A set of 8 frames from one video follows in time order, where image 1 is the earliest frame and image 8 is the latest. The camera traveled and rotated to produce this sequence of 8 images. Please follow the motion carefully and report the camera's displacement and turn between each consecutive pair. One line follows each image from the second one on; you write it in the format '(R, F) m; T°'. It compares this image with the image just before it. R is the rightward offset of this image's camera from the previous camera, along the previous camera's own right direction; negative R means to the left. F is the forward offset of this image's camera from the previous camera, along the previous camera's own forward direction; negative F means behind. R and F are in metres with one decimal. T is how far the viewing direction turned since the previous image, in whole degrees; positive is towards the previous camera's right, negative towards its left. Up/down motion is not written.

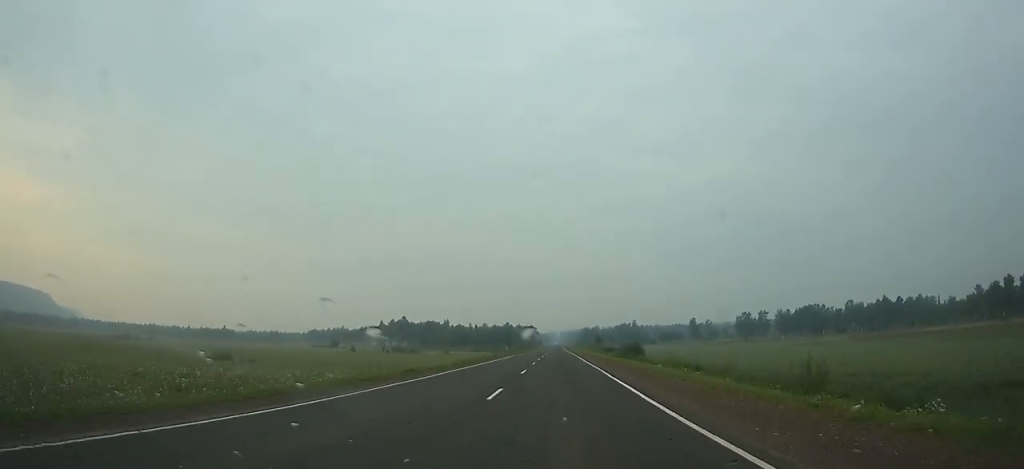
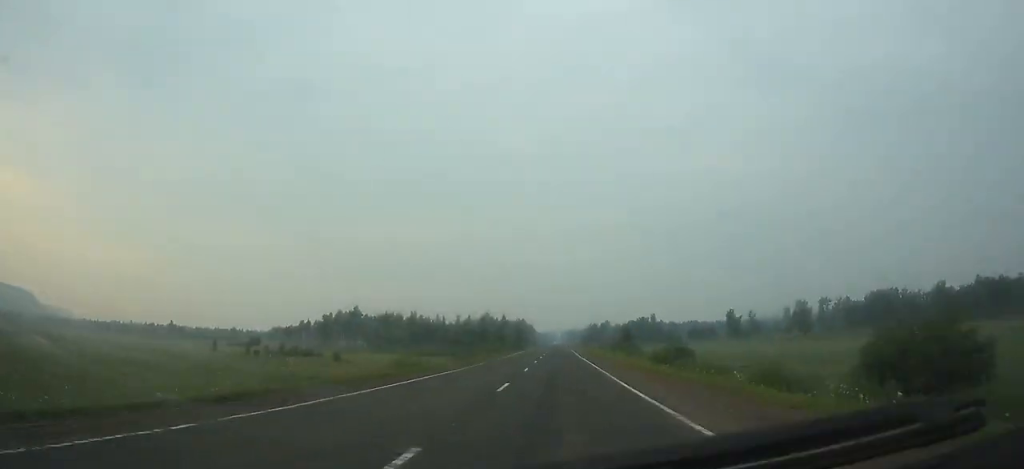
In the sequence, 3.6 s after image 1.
(-0.3, +105.8) m; 0°
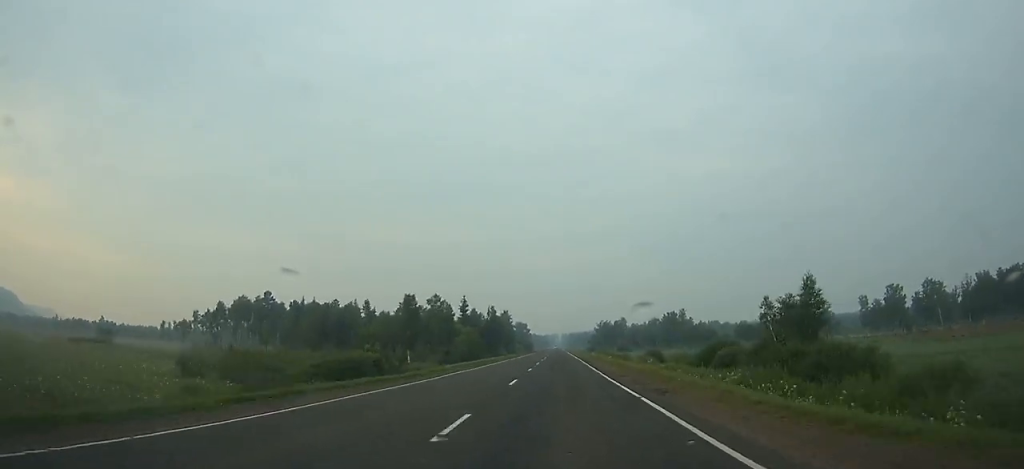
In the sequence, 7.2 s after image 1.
(+0.2, +101.7) m; 0°
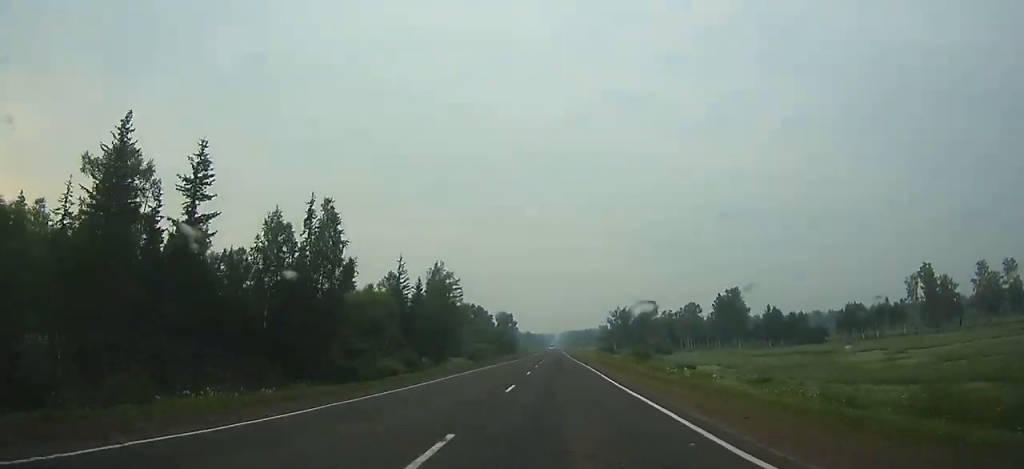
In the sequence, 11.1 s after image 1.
(+0.1, +108.1) m; 0°
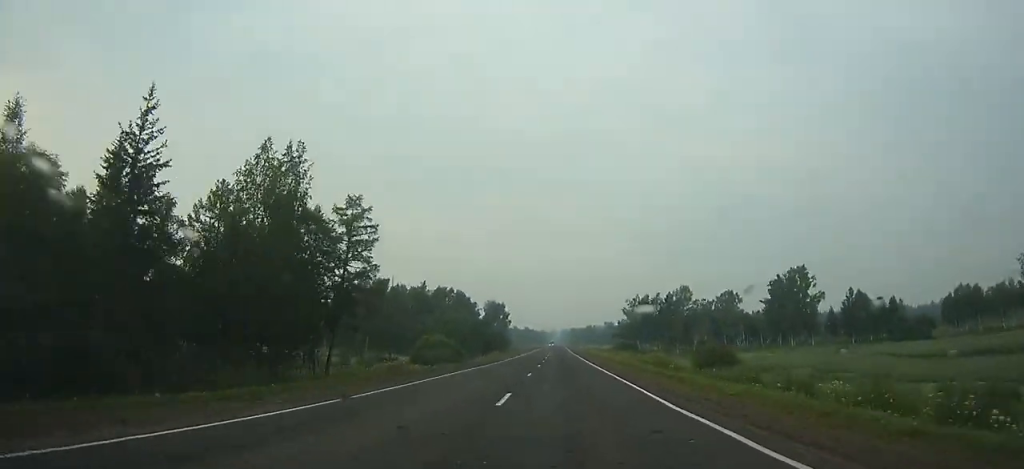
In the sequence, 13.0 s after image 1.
(-0.1, +54.8) m; 0°
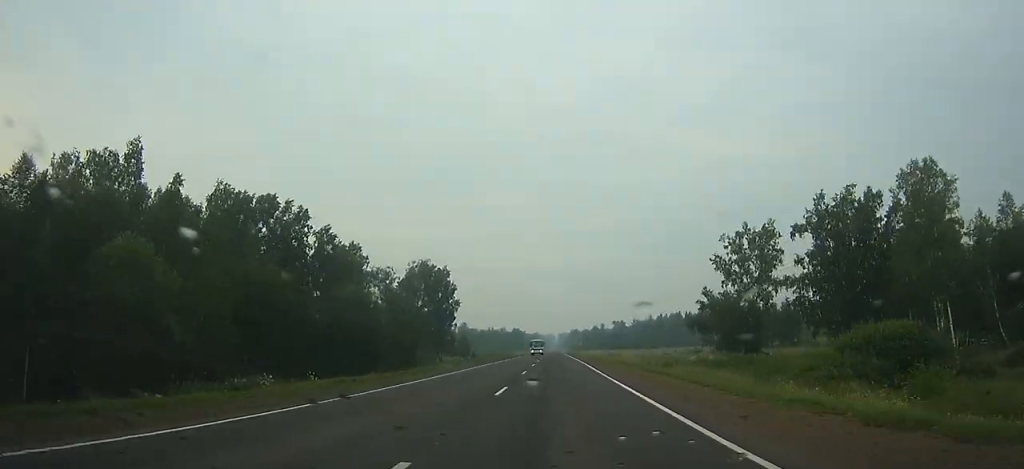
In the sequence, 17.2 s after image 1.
(+0.2, +120.1) m; 0°
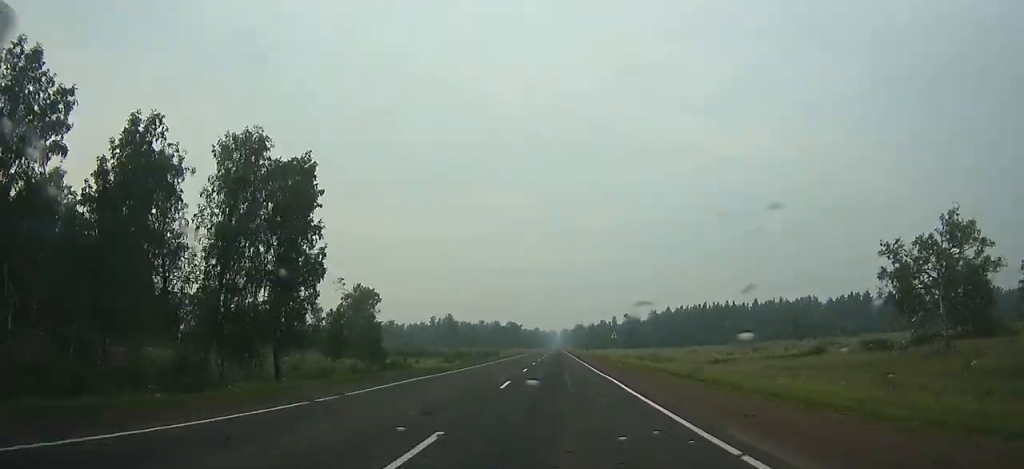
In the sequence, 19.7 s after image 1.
(-0.1, +69.6) m; 0°
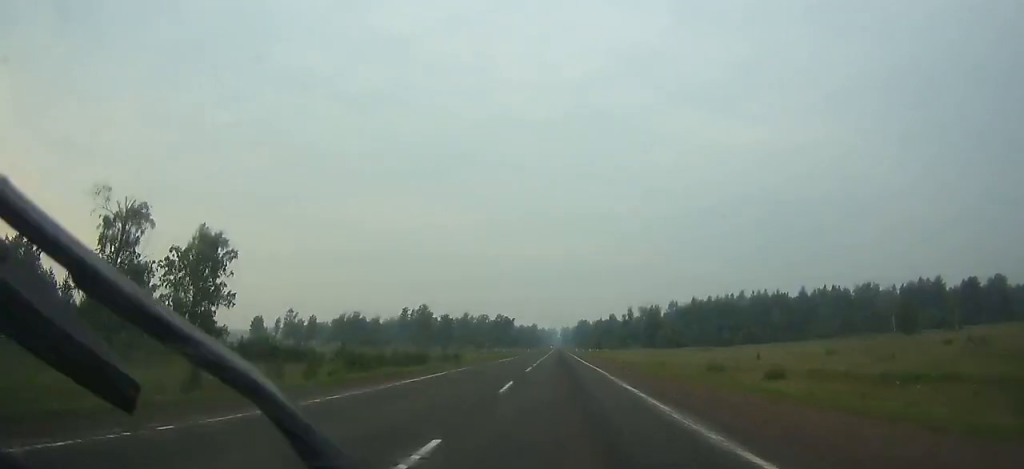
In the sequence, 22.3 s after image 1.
(-0.1, +70.2) m; 0°
